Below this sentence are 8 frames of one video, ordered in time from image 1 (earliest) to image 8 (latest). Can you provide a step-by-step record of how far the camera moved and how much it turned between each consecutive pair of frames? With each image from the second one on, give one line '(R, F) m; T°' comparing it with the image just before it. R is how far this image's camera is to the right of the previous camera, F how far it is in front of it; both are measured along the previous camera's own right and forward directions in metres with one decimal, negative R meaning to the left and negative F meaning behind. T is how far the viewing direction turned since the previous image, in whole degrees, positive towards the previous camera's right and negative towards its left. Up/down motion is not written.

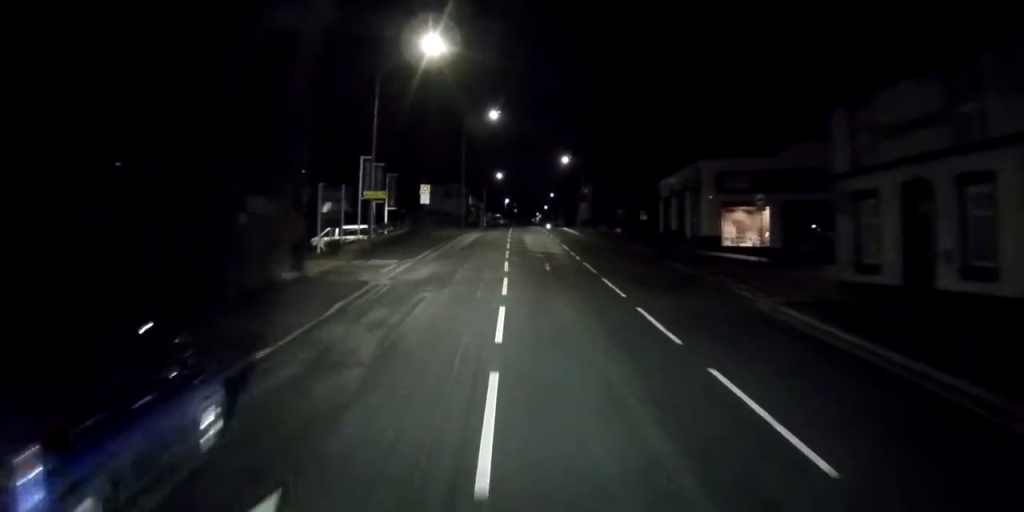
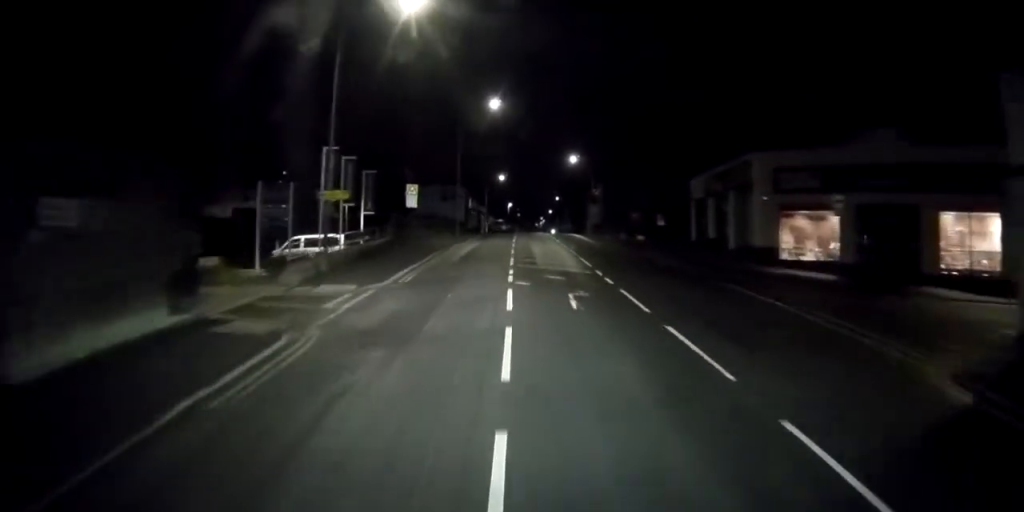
(-0.7, +8.2) m; -4°
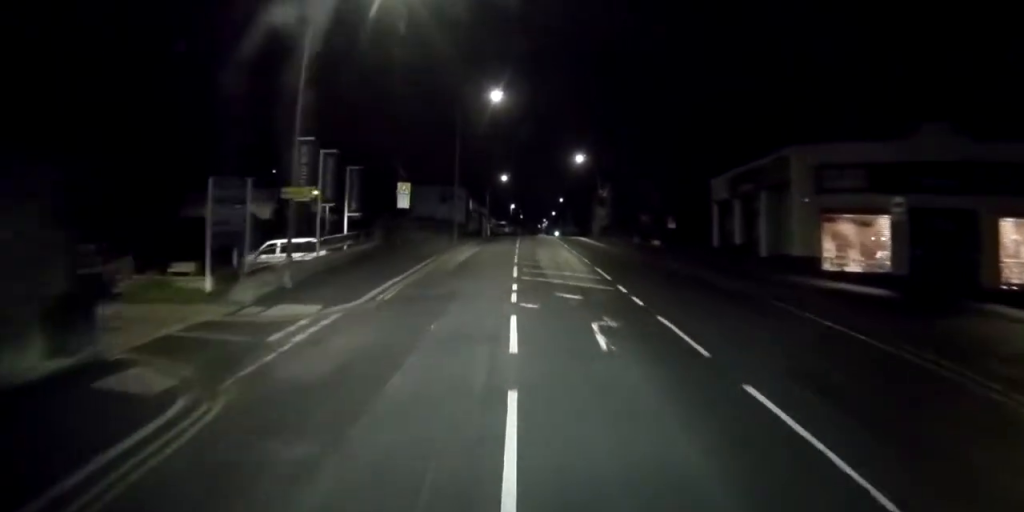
(-0.1, +4.3) m; -1°
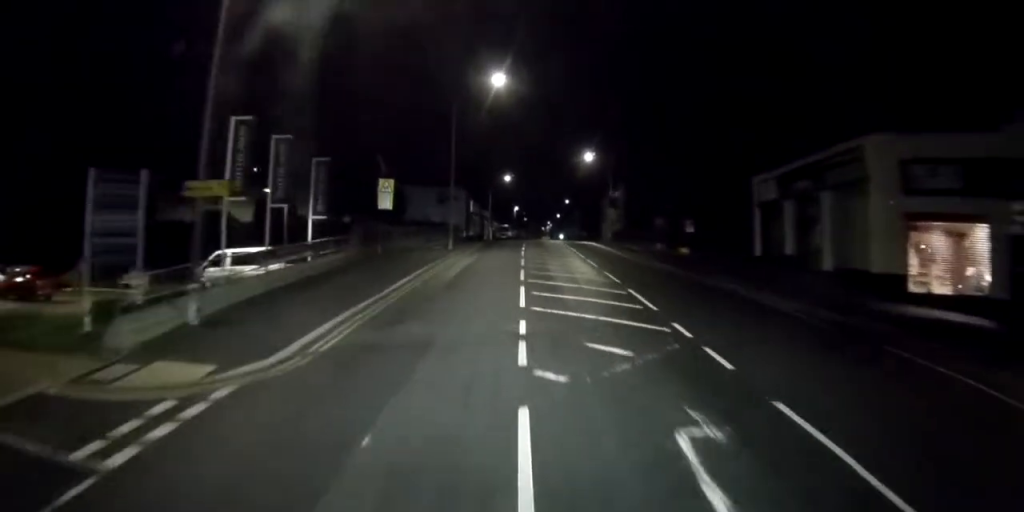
(0.0, +6.5) m; 0°
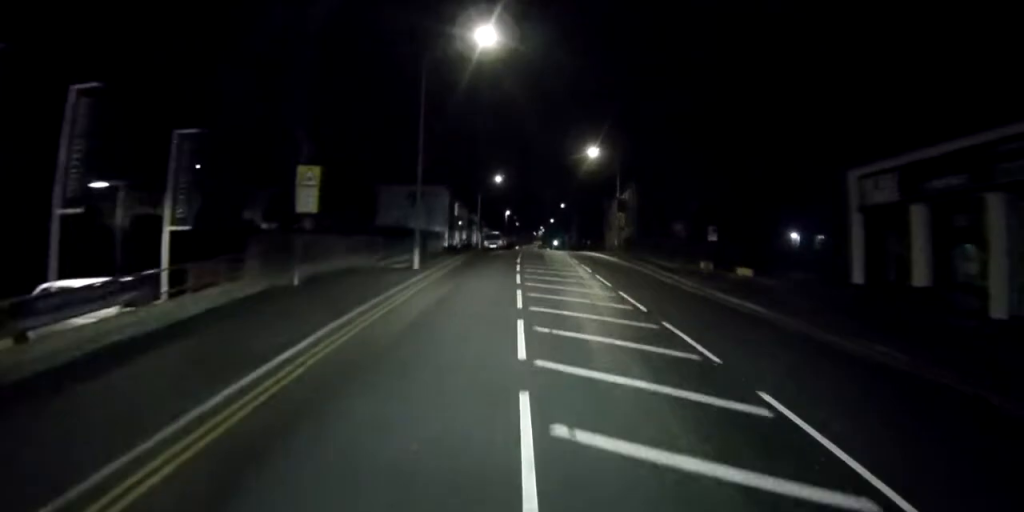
(+0.1, +11.2) m; +1°
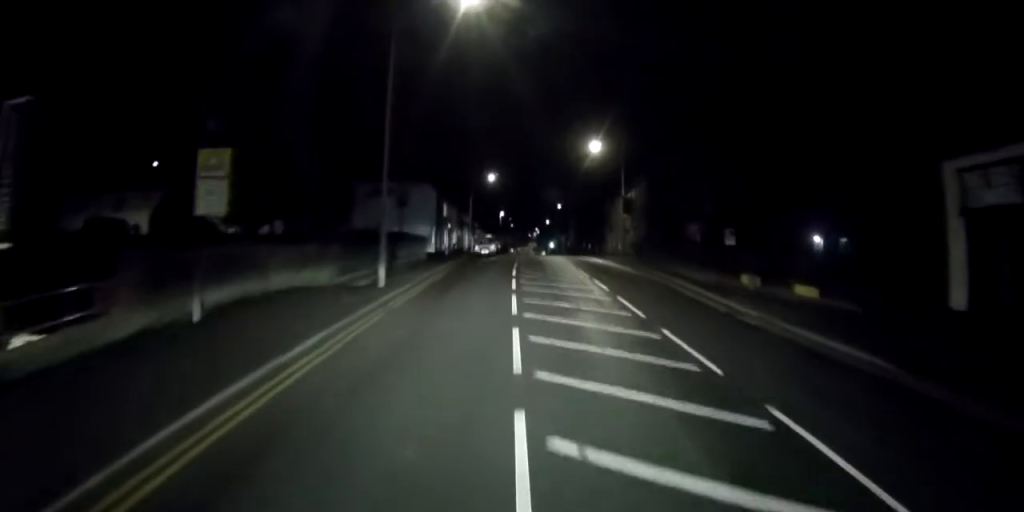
(0.0, +6.5) m; 0°
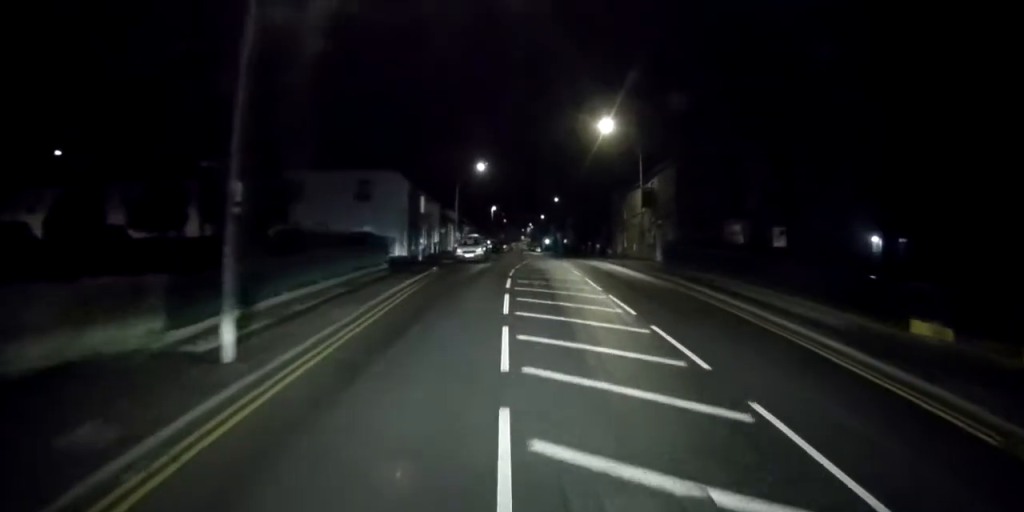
(+0.1, +12.0) m; +1°
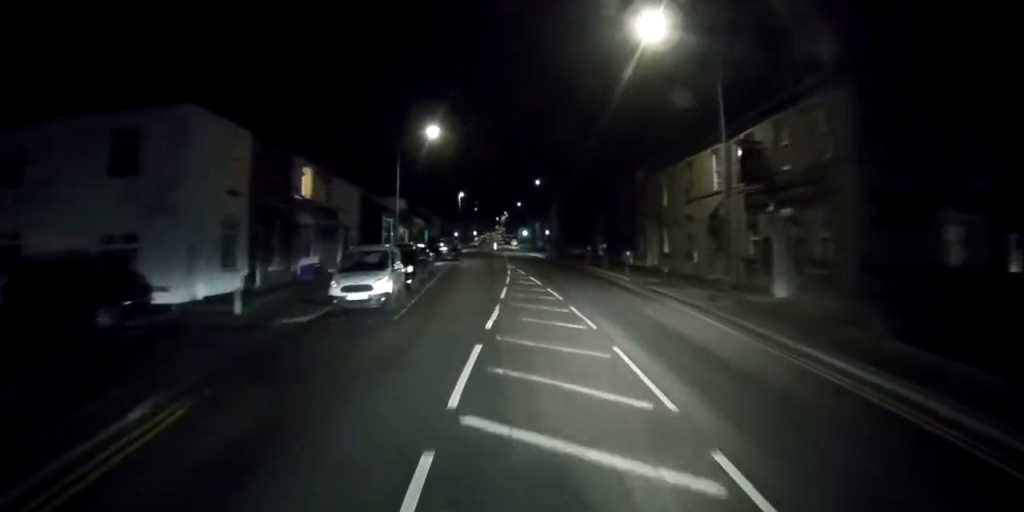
(+0.4, +26.0) m; +1°
